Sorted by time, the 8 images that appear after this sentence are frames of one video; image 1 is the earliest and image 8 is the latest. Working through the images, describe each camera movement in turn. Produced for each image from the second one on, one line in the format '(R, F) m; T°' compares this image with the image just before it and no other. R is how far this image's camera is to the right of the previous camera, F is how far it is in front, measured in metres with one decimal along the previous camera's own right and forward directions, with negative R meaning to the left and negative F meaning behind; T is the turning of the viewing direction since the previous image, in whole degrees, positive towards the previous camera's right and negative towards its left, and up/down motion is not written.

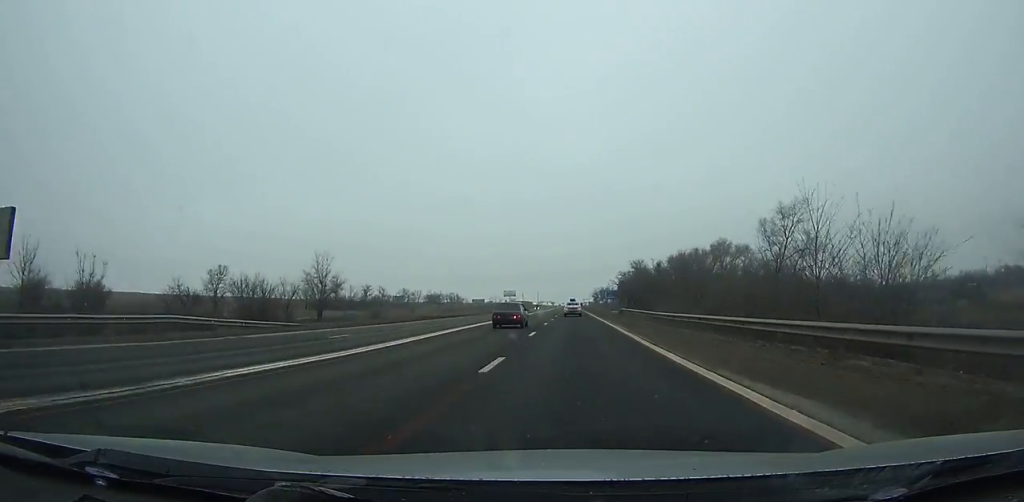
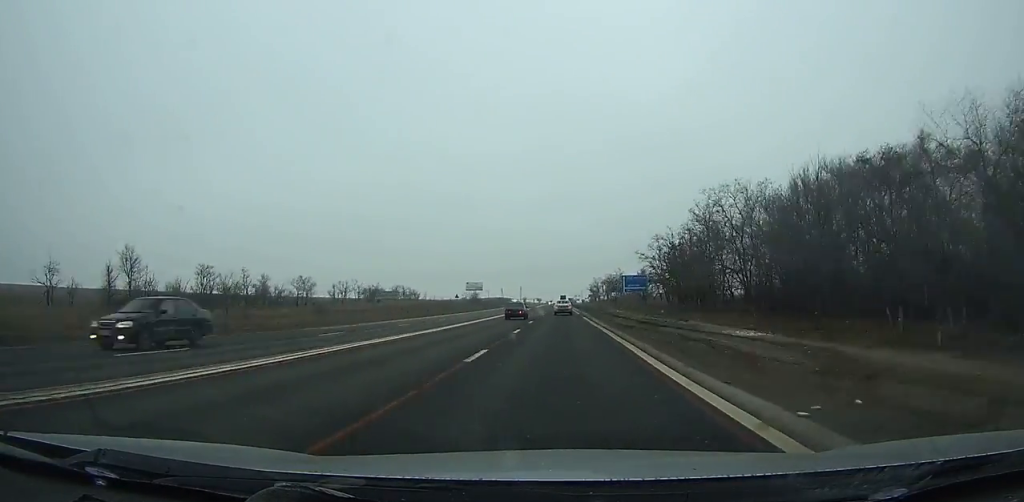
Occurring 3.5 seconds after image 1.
(+0.5, +82.1) m; 0°
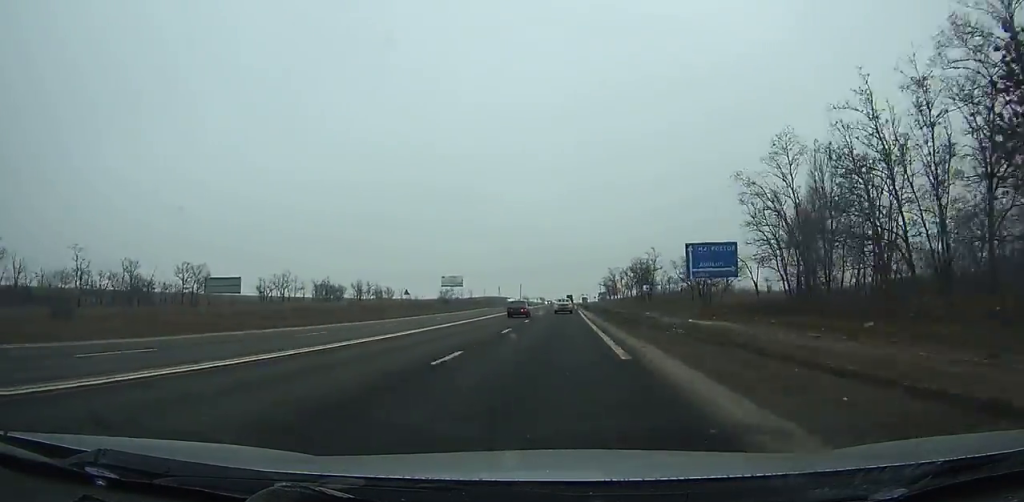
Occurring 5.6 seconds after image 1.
(0.0, +49.0) m; 0°
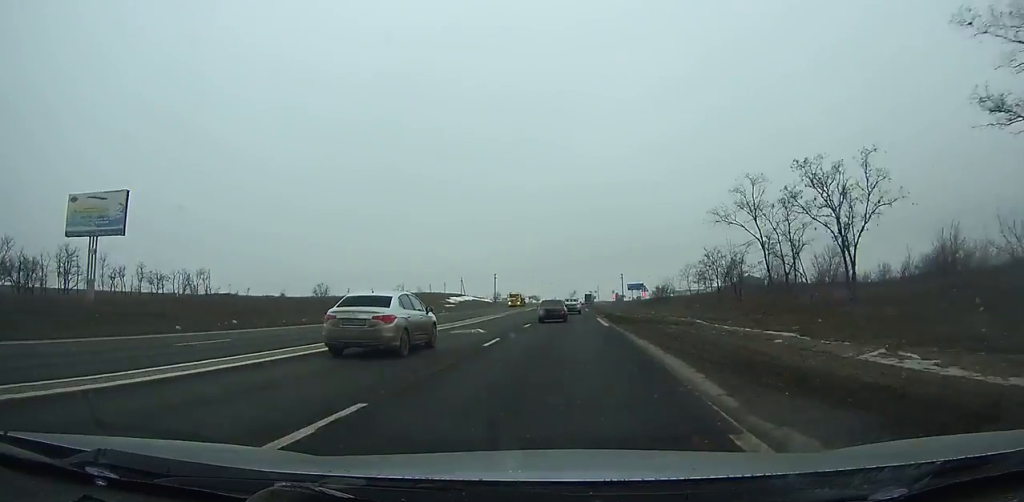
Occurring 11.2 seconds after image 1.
(-0.8, +126.7) m; -1°
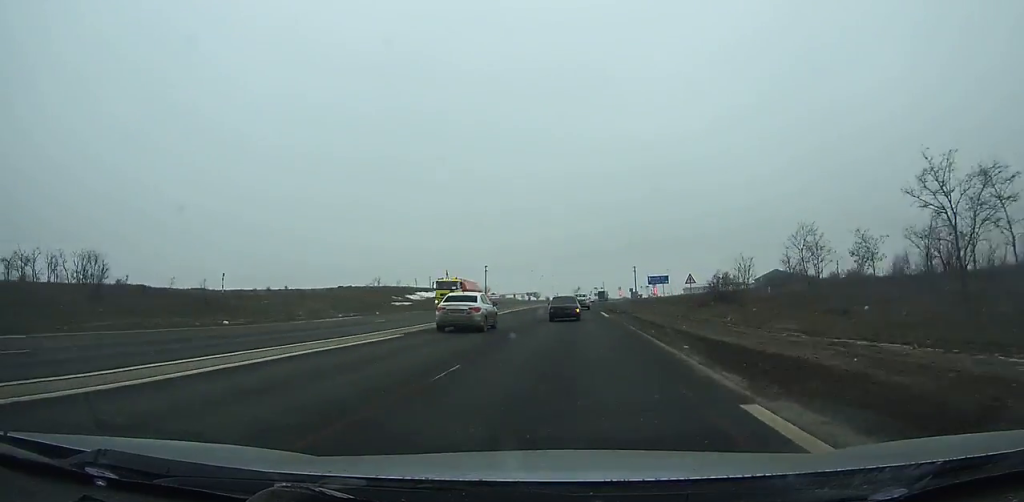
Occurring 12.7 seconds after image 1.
(-0.1, +33.1) m; 0°
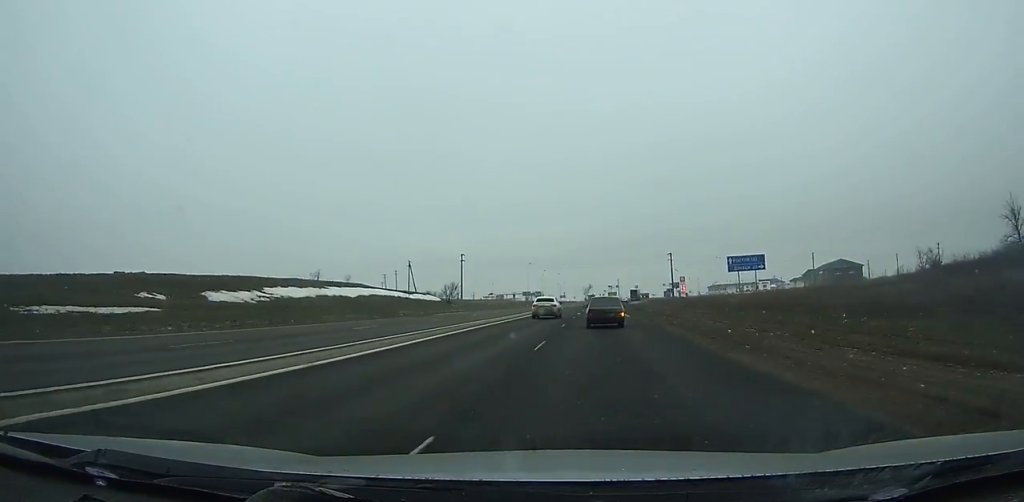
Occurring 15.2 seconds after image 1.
(-0.4, +54.6) m; 0°
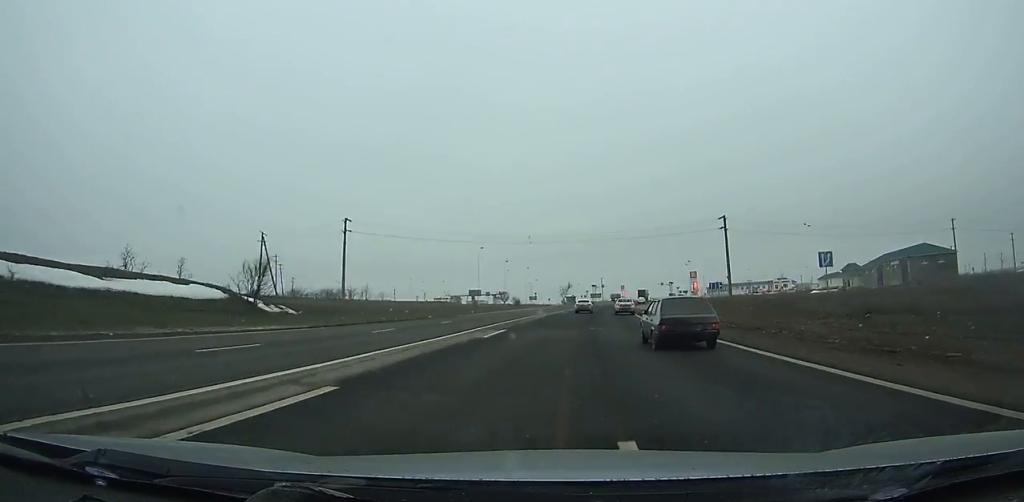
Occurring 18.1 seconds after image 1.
(+0.8, +63.3) m; +3°
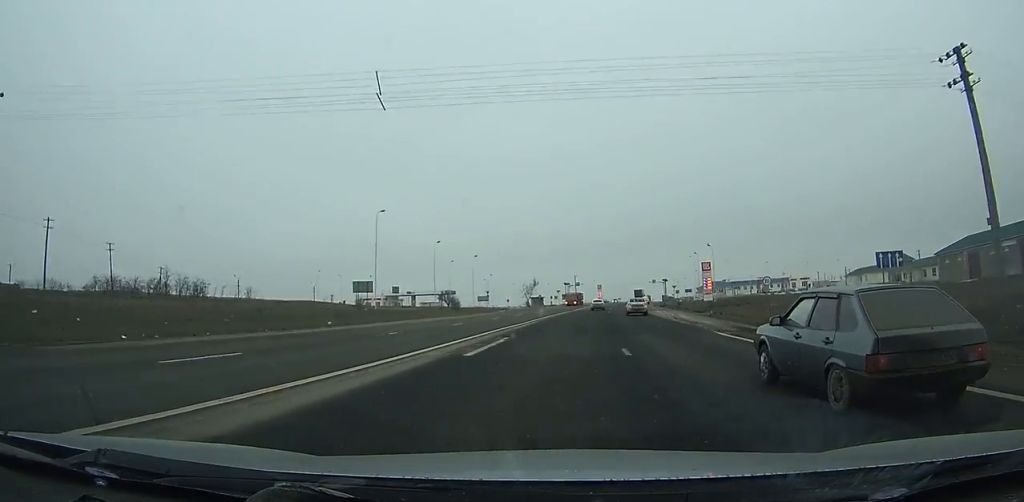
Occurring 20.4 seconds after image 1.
(+1.7, +50.7) m; +3°
